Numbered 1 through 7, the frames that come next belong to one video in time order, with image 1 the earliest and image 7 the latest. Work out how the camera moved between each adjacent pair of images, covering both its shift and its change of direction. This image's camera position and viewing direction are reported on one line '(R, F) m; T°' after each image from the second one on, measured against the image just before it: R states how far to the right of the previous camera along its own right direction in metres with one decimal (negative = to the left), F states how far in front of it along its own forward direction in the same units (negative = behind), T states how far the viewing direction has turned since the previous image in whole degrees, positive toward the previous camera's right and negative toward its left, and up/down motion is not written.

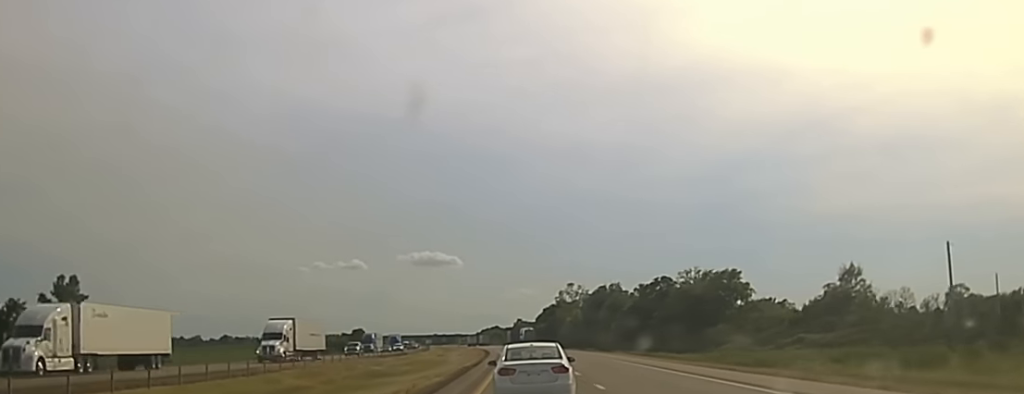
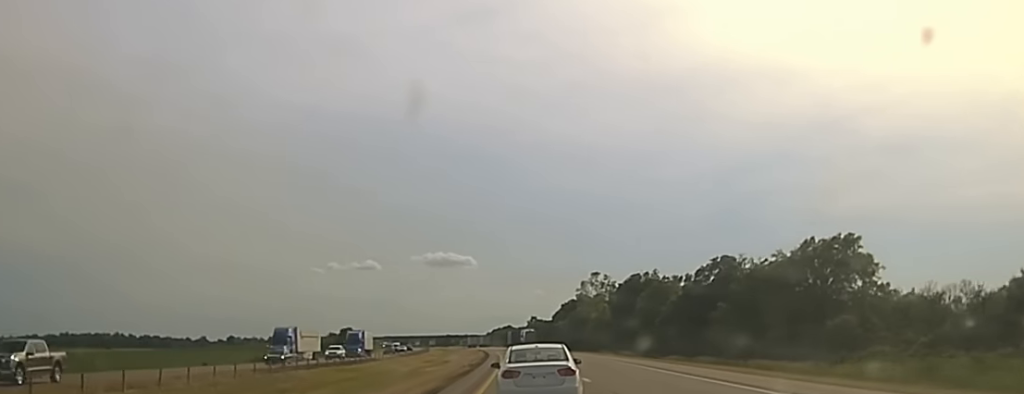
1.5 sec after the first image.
(-0.4, +53.7) m; -1°
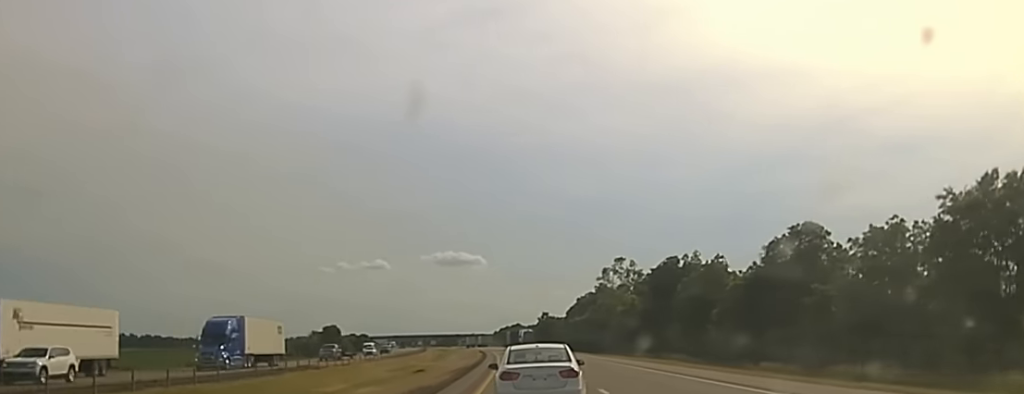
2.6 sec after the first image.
(0.0, +42.1) m; 0°
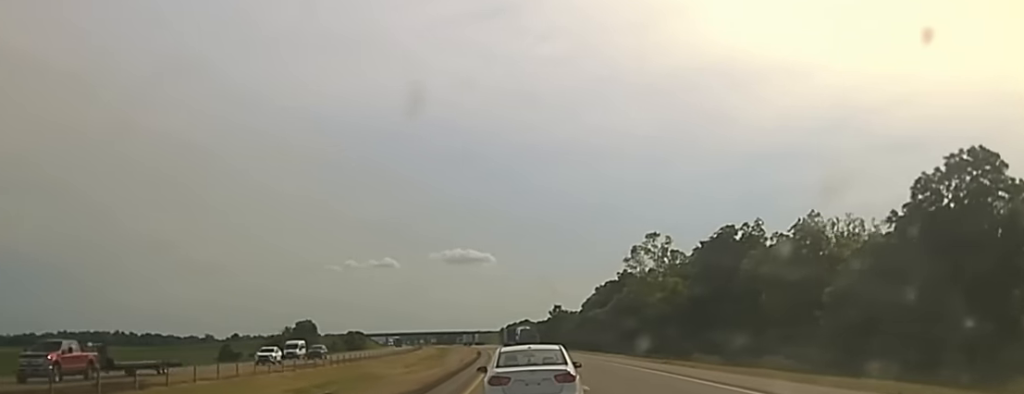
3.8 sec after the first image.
(-0.1, +44.6) m; -1°
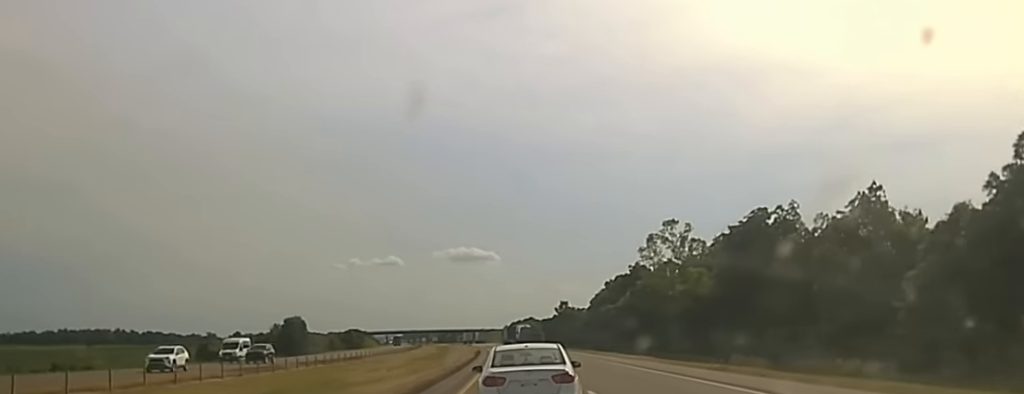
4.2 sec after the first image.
(0.0, +16.5) m; 0°
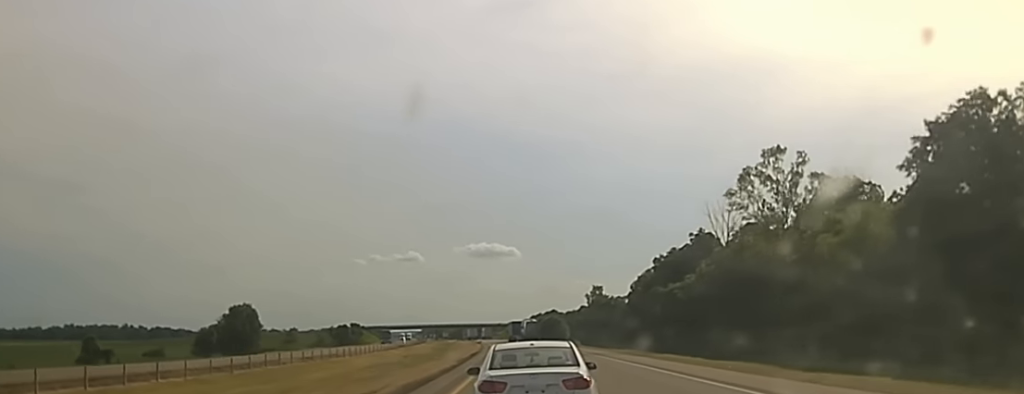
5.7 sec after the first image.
(-0.7, +56.5) m; -1°
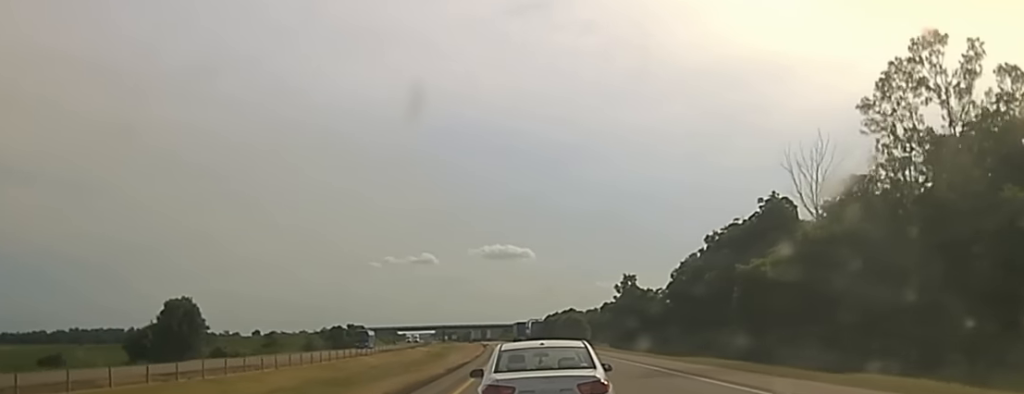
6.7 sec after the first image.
(-0.1, +38.3) m; -1°
